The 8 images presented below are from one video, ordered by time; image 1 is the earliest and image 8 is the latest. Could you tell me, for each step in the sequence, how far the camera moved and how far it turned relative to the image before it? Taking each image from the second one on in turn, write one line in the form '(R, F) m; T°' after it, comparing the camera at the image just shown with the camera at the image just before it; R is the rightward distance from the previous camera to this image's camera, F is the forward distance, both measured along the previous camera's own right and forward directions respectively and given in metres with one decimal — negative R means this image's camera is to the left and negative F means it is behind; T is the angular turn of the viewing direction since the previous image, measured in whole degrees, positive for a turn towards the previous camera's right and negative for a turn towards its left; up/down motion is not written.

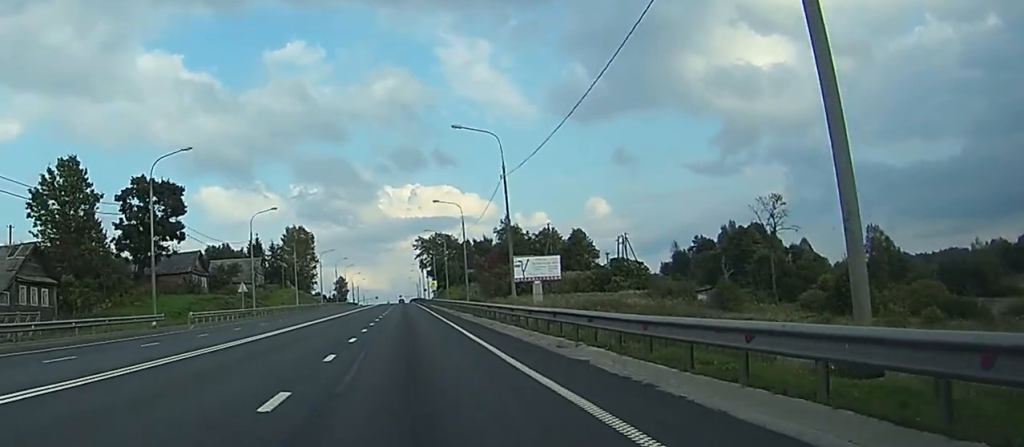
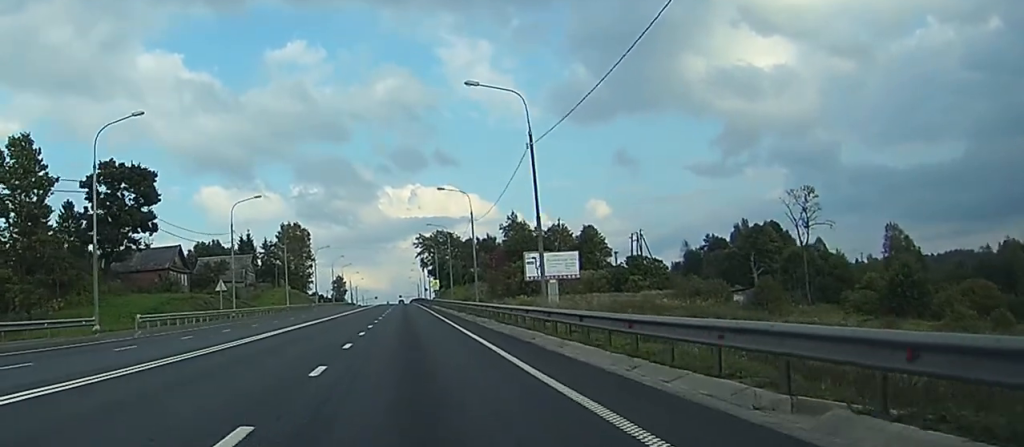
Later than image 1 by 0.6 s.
(0.0, +10.9) m; 0°
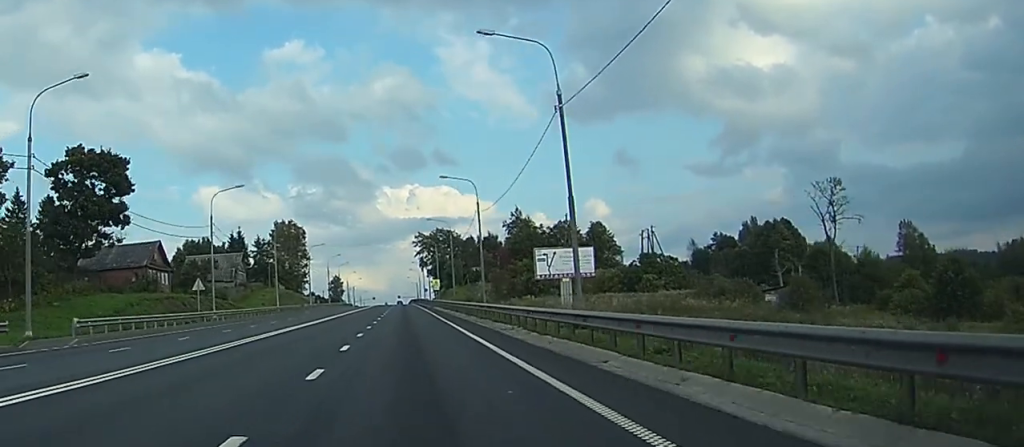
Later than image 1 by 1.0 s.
(0.0, +8.4) m; 0°
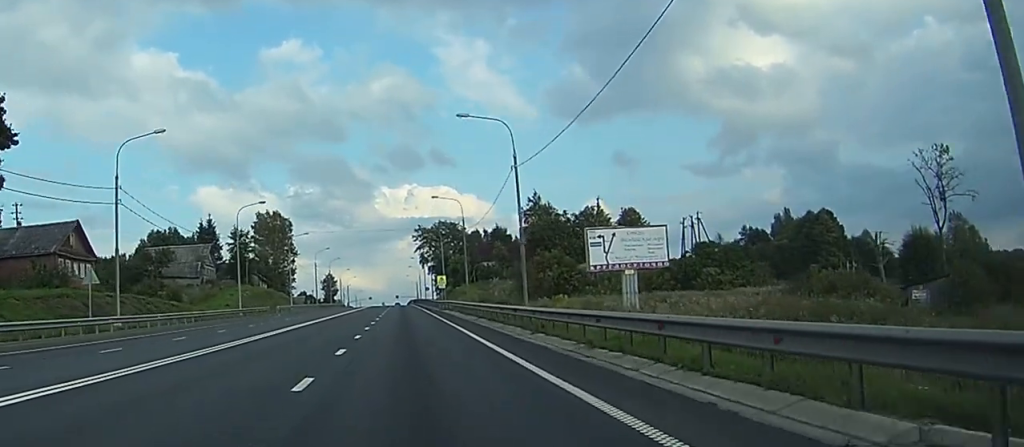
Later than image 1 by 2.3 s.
(0.0, +25.0) m; 0°
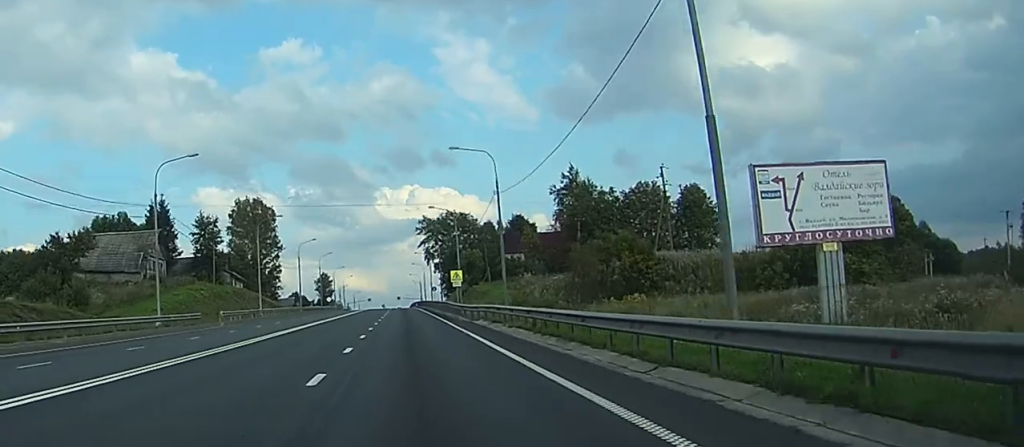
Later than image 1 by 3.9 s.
(+0.2, +30.0) m; 0°
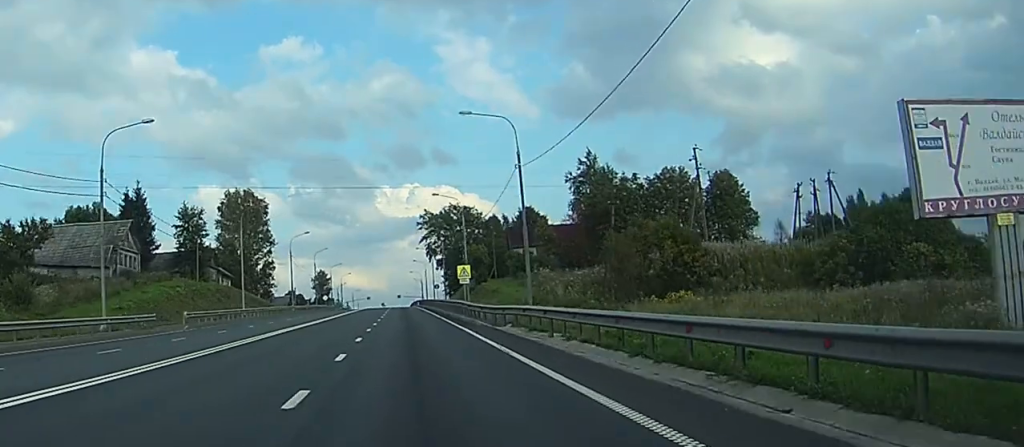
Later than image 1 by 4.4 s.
(0.0, +10.8) m; 0°
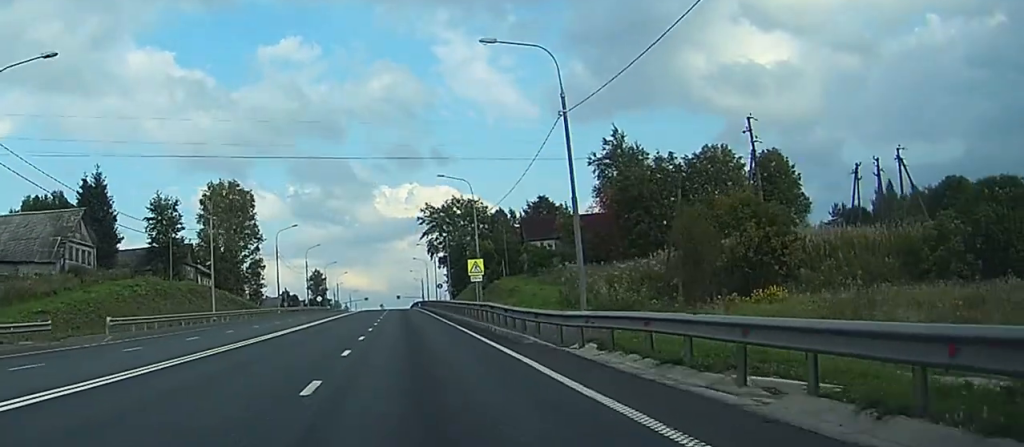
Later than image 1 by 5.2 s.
(0.0, +13.9) m; 0°
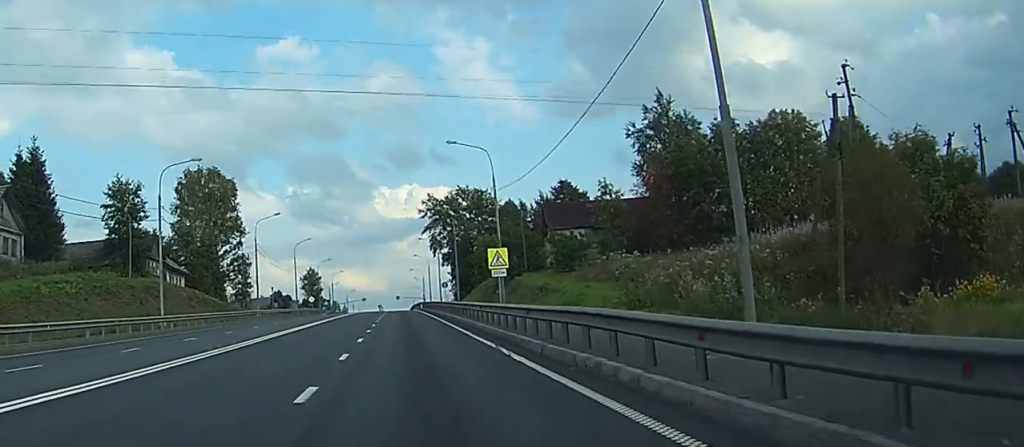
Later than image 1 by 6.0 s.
(0.0, +16.4) m; 0°
